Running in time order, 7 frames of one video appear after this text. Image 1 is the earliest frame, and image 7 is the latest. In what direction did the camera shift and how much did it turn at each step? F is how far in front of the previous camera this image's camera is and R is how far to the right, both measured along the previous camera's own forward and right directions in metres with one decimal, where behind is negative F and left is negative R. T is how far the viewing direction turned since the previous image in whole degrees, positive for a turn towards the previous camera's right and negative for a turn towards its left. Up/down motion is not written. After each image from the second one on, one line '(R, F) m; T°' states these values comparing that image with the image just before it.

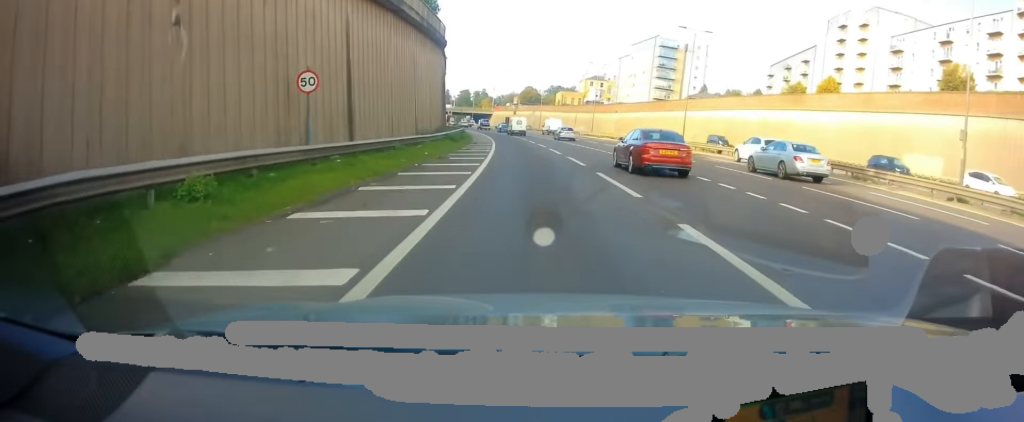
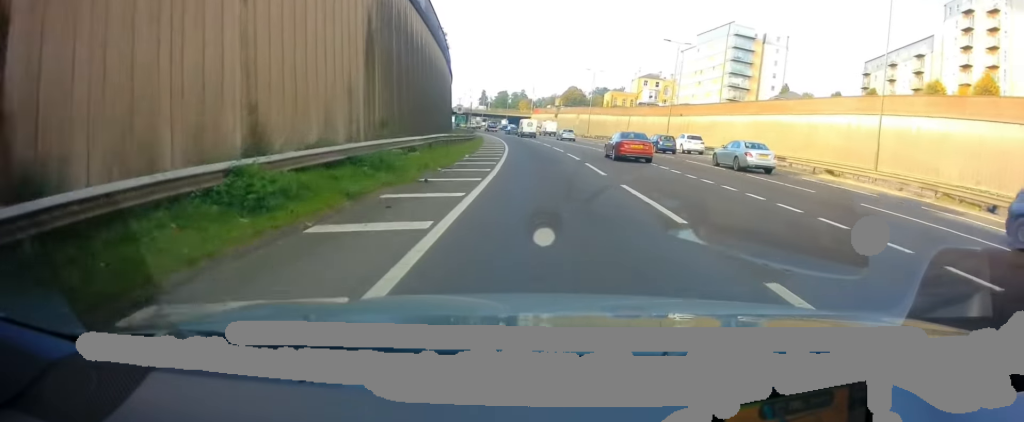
(-0.9, +29.0) m; -4°
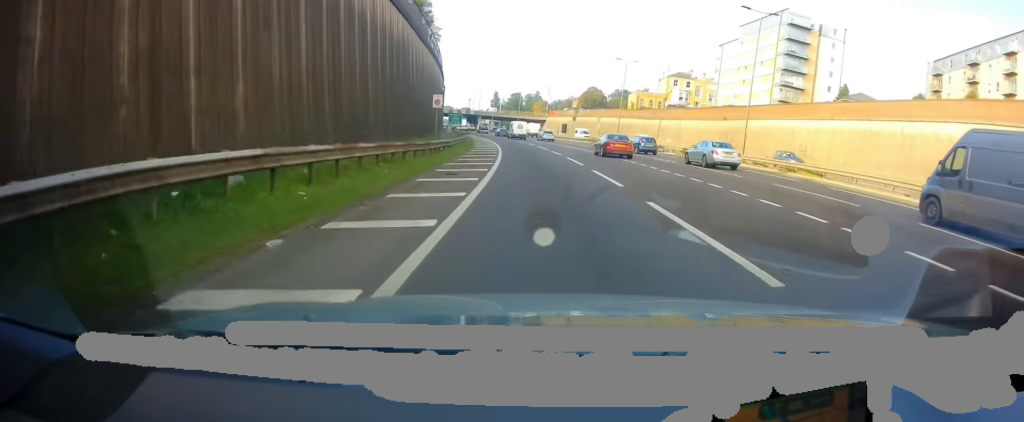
(-0.4, +20.5) m; -3°
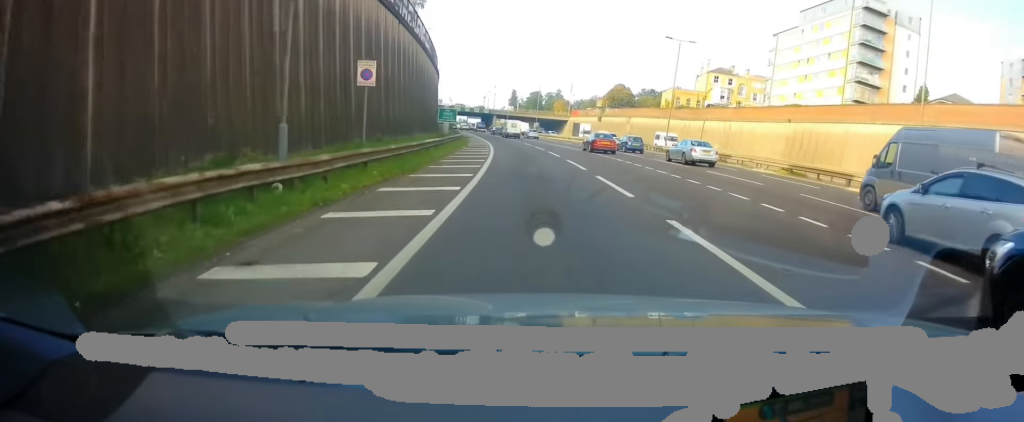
(-0.6, +19.7) m; -2°
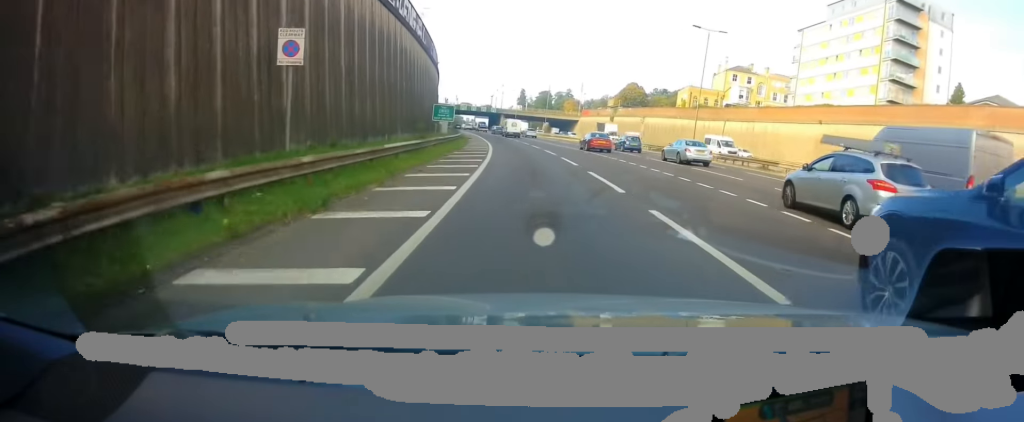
(0.0, +7.1) m; -1°
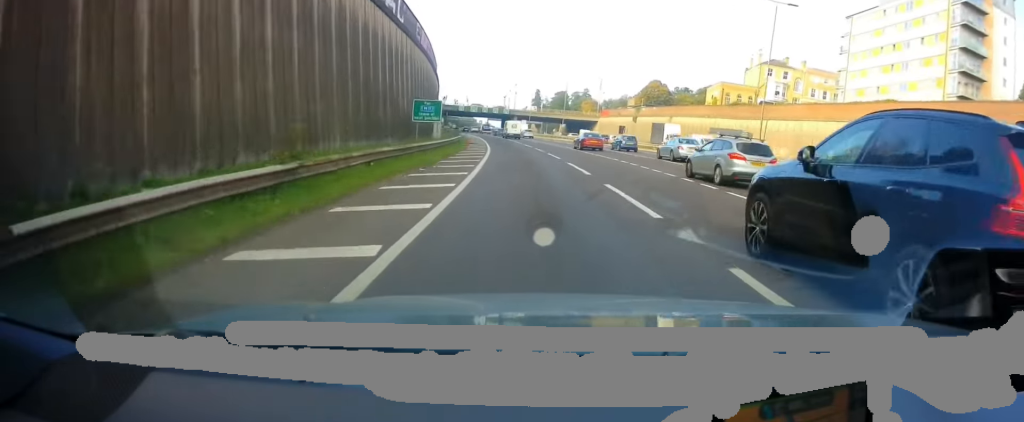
(0.0, +12.7) m; -1°
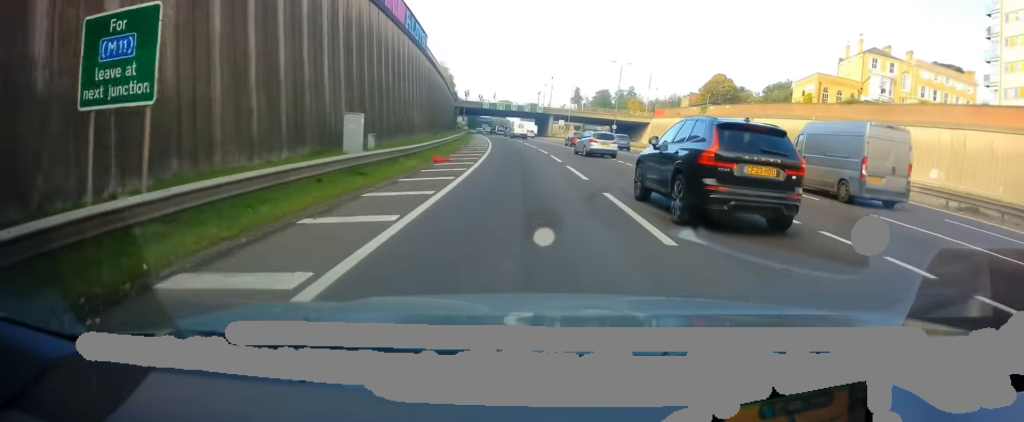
(0.0, +29.0) m; -1°
